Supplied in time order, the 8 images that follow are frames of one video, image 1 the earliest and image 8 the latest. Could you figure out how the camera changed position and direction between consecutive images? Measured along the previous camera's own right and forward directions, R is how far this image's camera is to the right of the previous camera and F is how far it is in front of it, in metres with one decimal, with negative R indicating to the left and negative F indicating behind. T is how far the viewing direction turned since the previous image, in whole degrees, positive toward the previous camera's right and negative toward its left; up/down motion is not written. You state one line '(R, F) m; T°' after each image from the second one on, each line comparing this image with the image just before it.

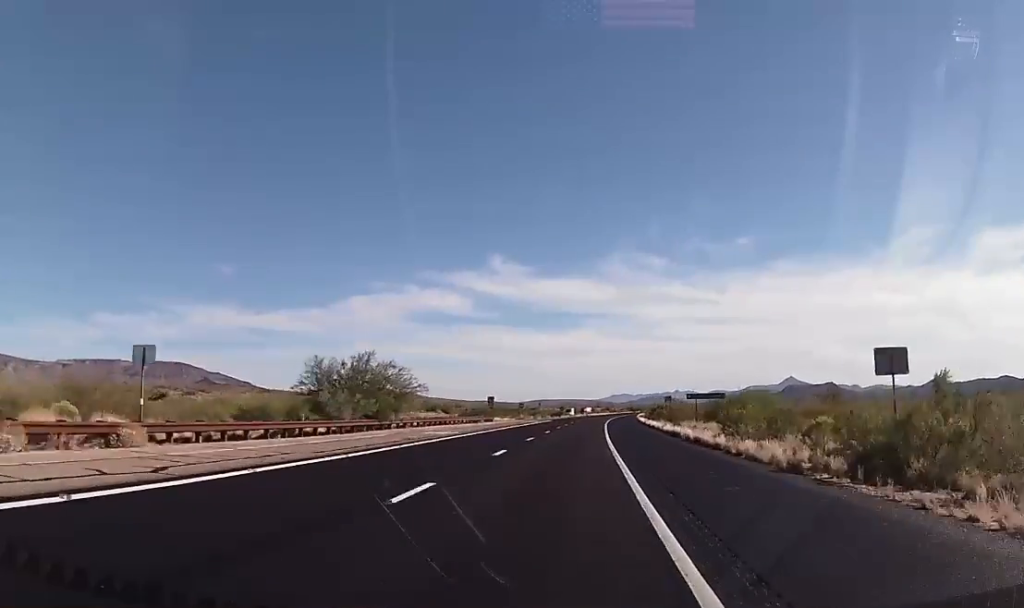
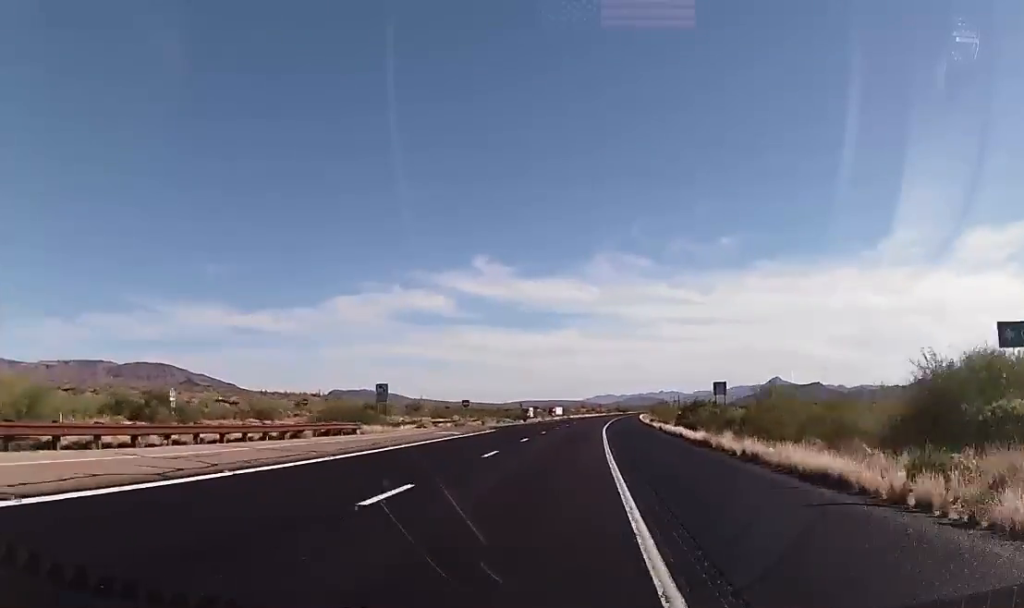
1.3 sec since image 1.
(+0.9, +49.1) m; +2°
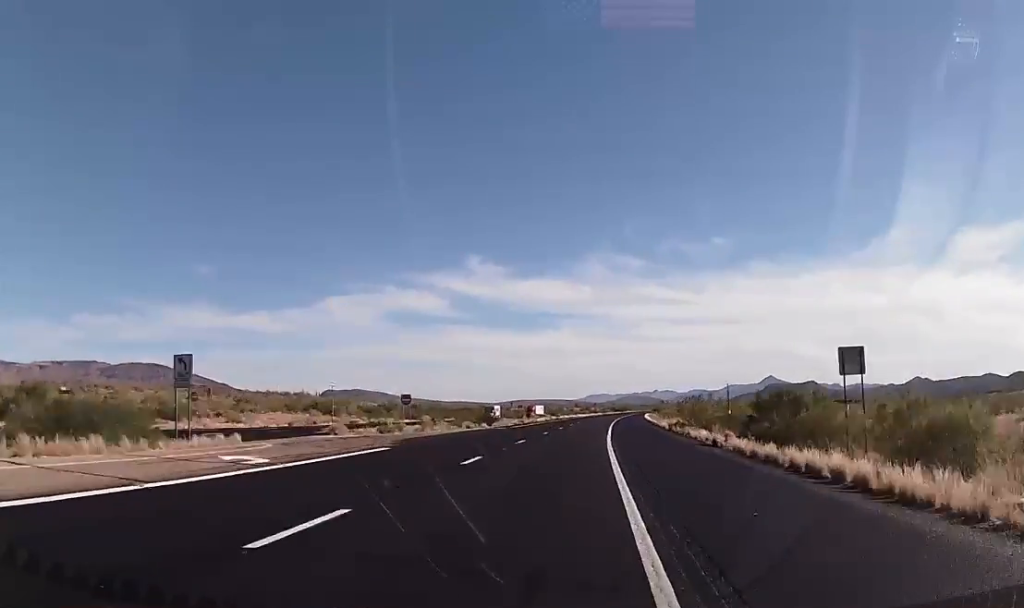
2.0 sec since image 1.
(+0.1, +27.7) m; +1°
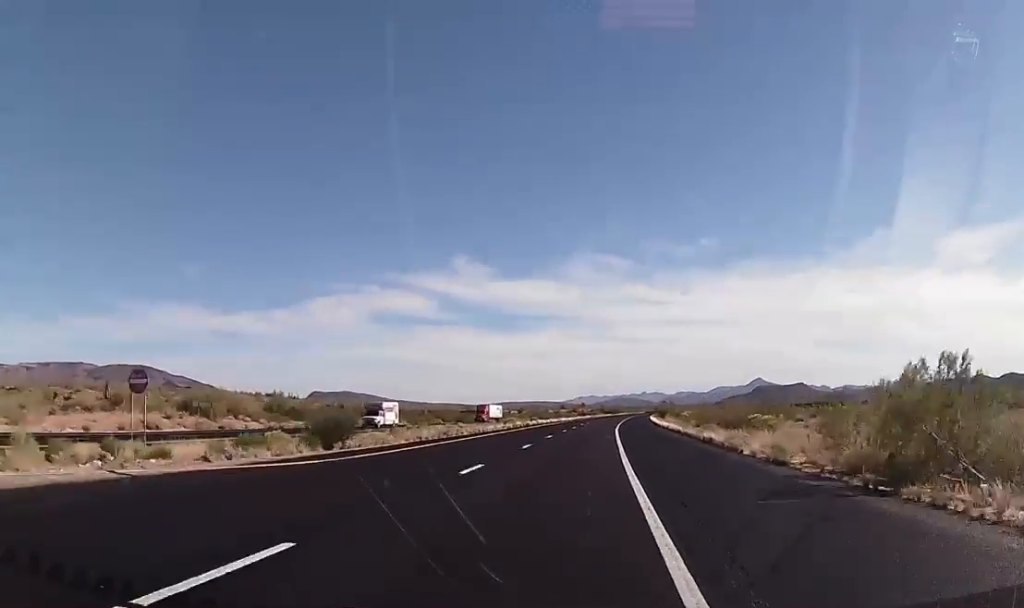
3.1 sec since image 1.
(+0.4, +38.8) m; +1°
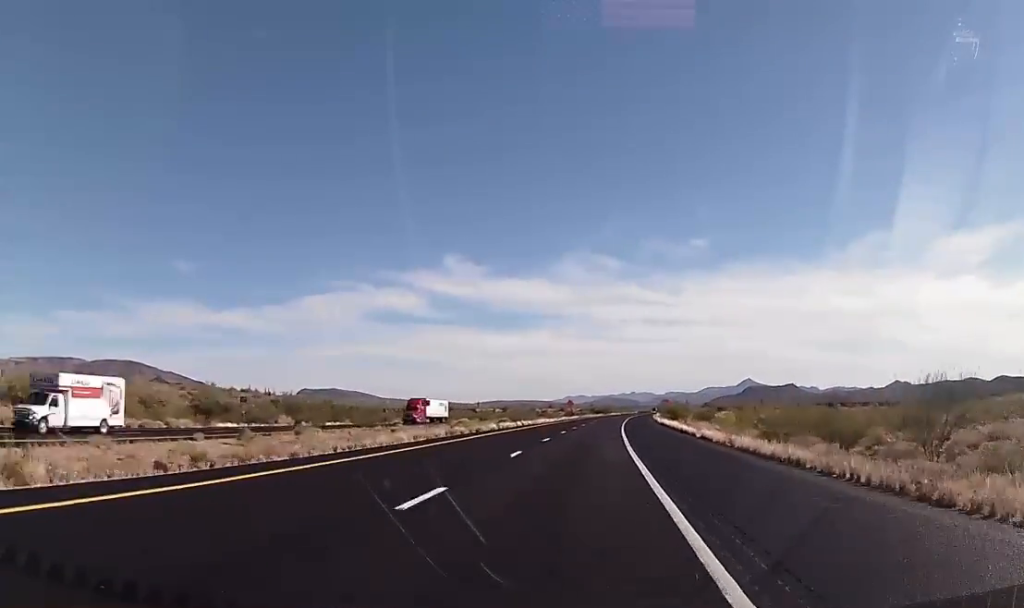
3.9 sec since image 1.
(+0.3, +30.1) m; 0°
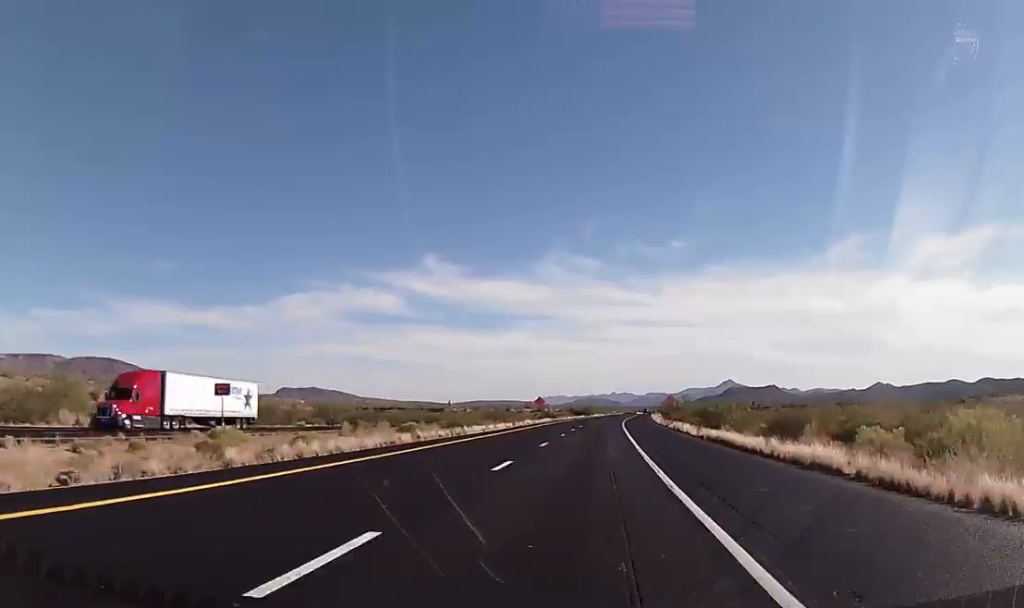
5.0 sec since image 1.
(0.0, +41.4) m; +1°
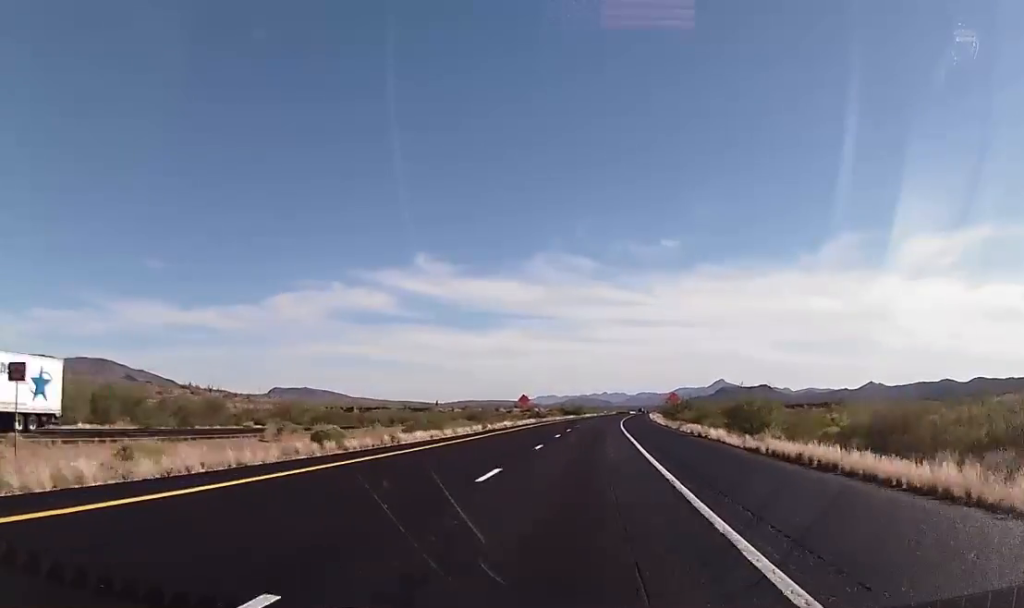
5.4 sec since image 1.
(-0.1, +15.1) m; 0°
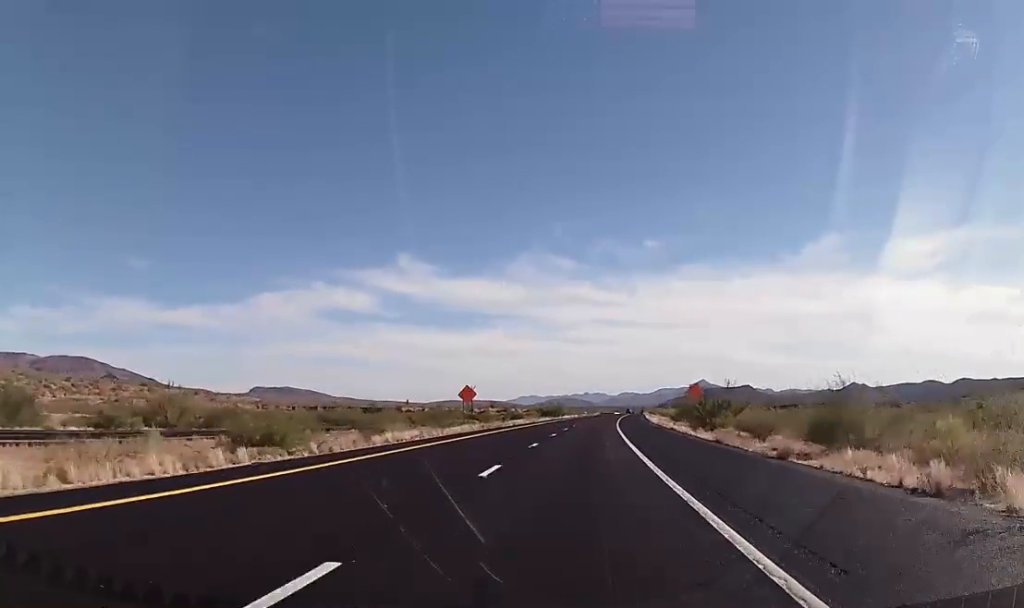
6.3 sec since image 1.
(+0.5, +35.1) m; +1°
